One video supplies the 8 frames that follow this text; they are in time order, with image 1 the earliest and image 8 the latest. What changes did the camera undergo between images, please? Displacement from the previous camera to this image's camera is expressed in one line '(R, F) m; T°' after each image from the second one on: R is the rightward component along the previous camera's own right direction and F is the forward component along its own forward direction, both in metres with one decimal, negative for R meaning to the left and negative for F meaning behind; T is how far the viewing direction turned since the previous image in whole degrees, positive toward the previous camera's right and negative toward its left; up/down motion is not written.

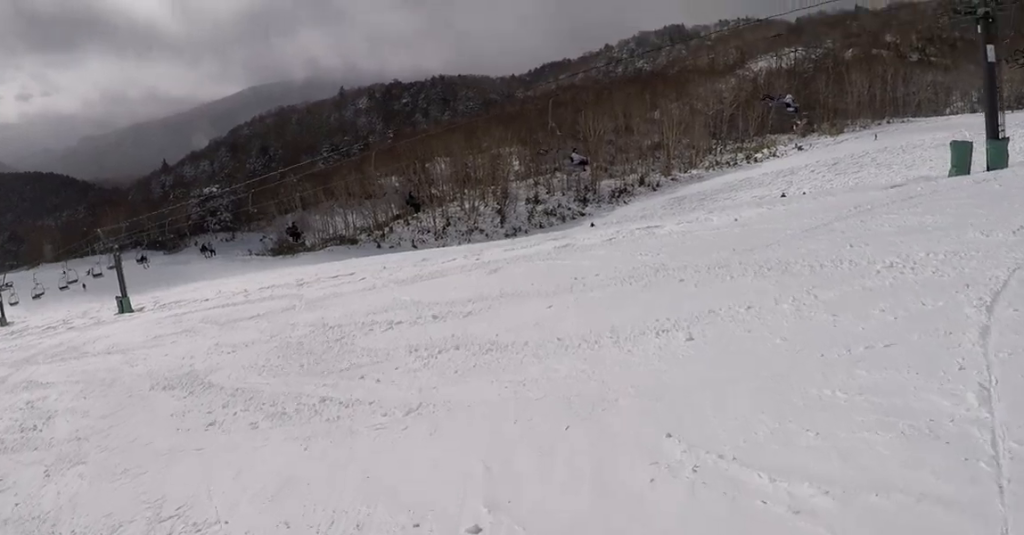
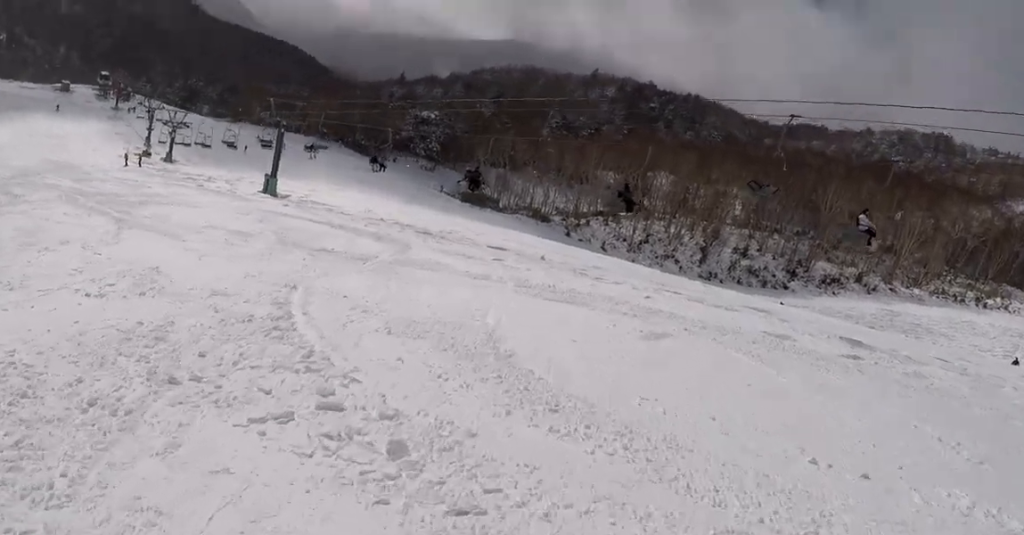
(-2.9, +8.6) m; -31°
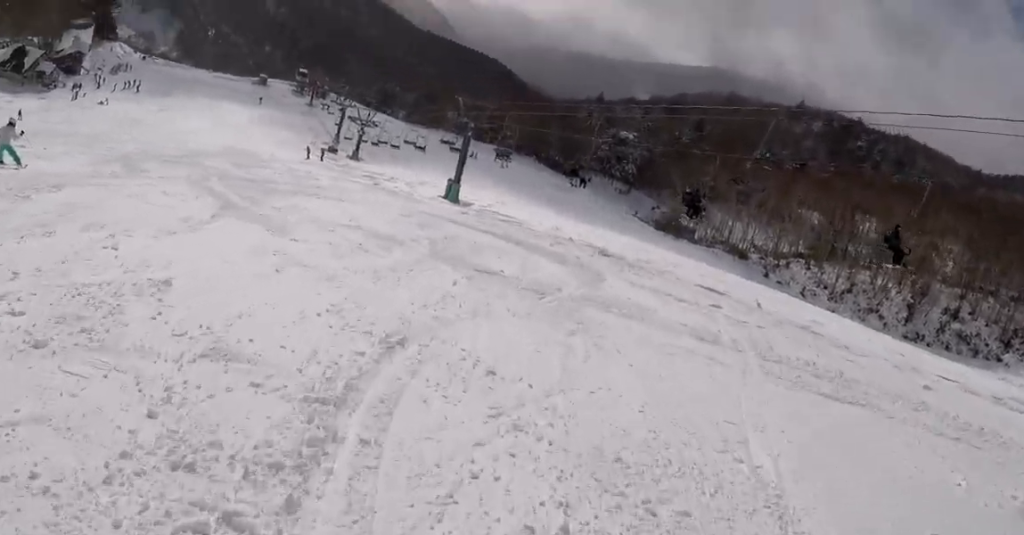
(-1.2, +5.3) m; -7°
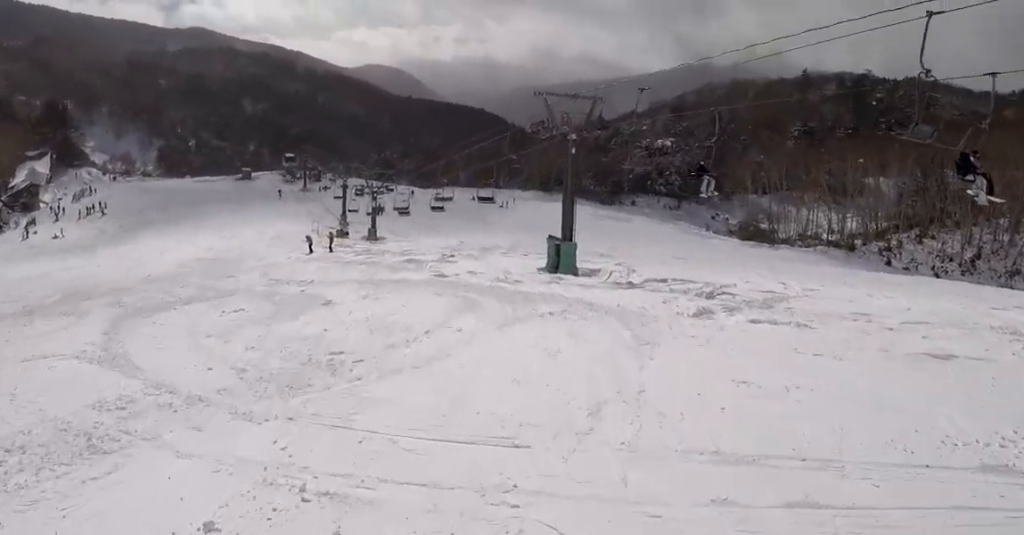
(-1.6, +22.8) m; -17°
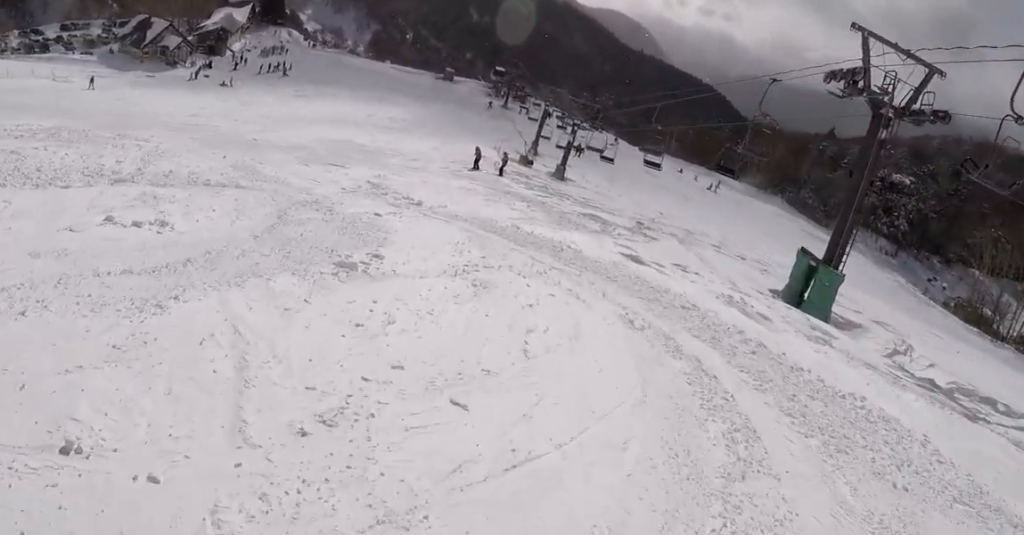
(-1.7, +9.1) m; -15°
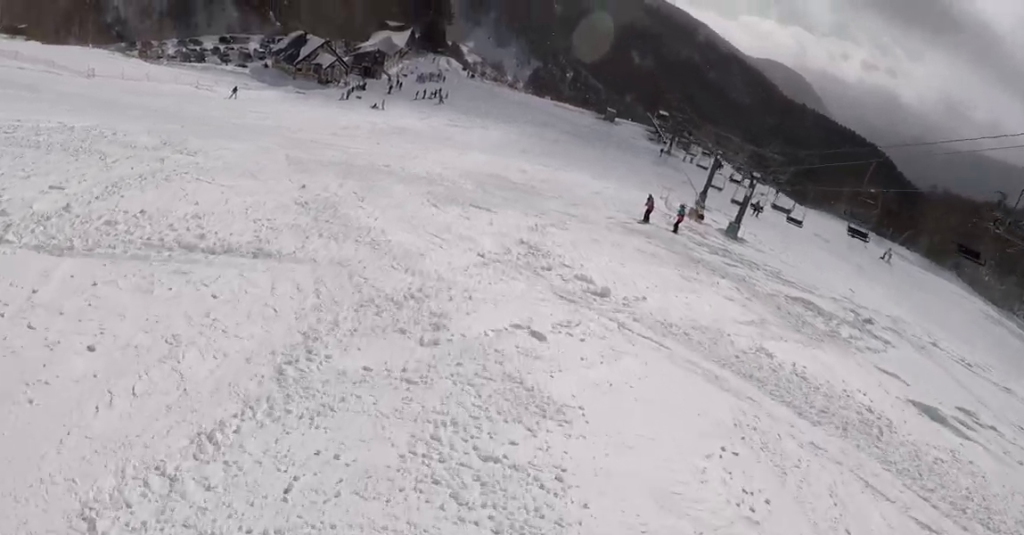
(+0.2, +5.4) m; -10°
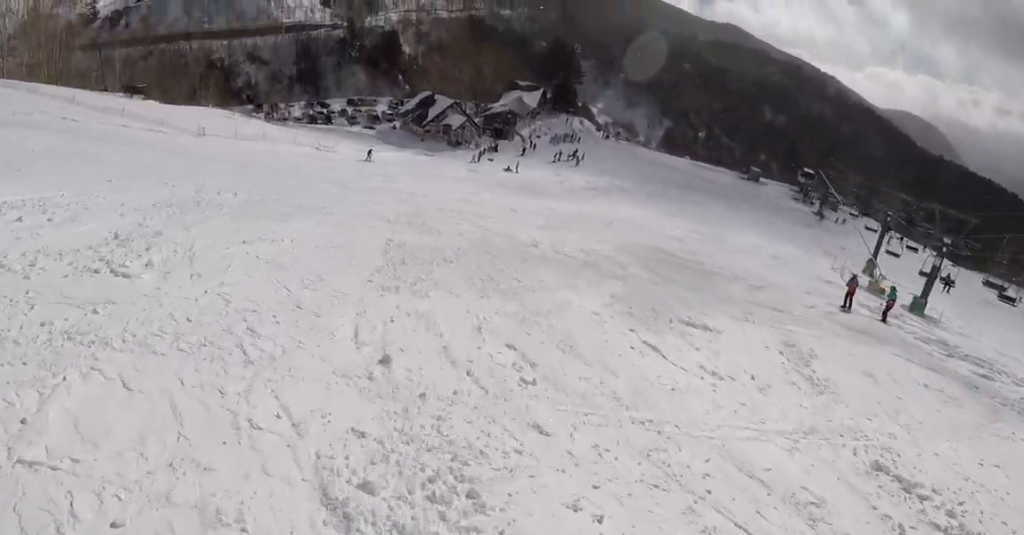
(-0.8, +5.6) m; -4°
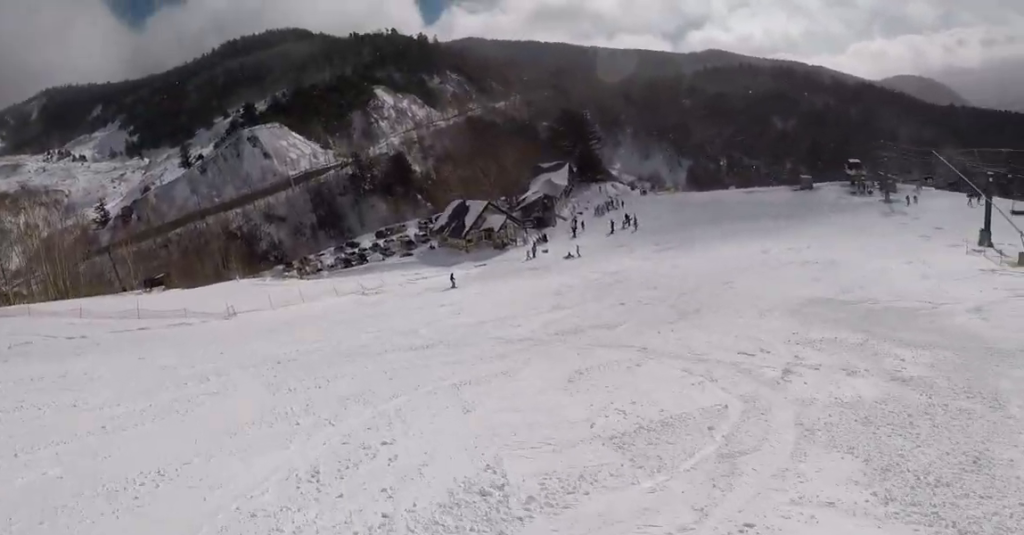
(-1.0, +7.4) m; +6°
